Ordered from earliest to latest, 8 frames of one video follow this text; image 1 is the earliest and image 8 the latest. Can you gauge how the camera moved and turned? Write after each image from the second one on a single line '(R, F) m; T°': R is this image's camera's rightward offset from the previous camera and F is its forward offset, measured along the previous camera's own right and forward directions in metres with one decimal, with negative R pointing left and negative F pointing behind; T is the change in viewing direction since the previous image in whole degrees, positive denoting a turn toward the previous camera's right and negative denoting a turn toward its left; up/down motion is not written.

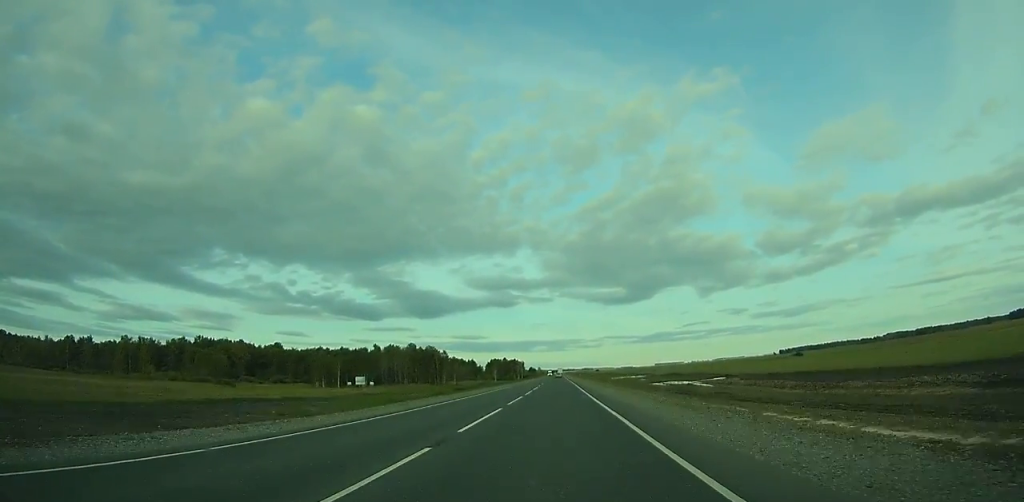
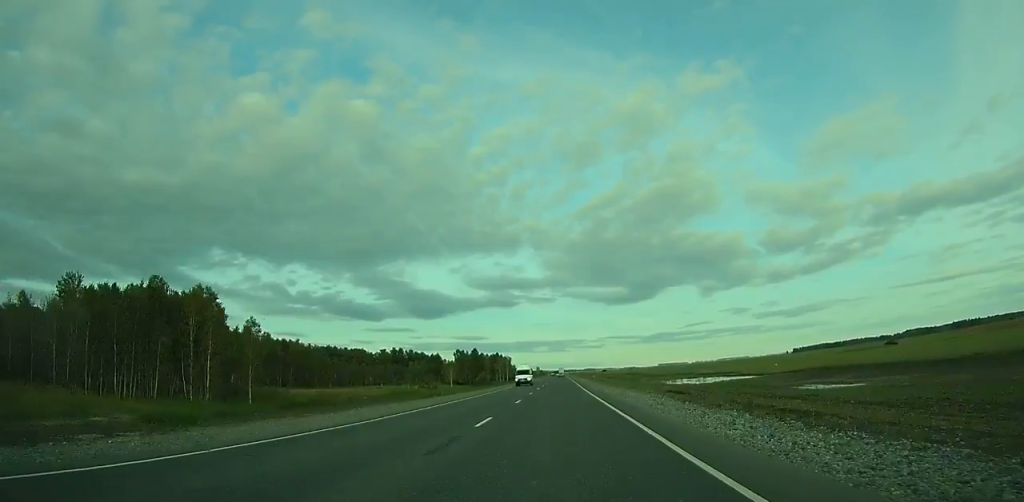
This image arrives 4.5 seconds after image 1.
(+0.4, +132.5) m; 0°
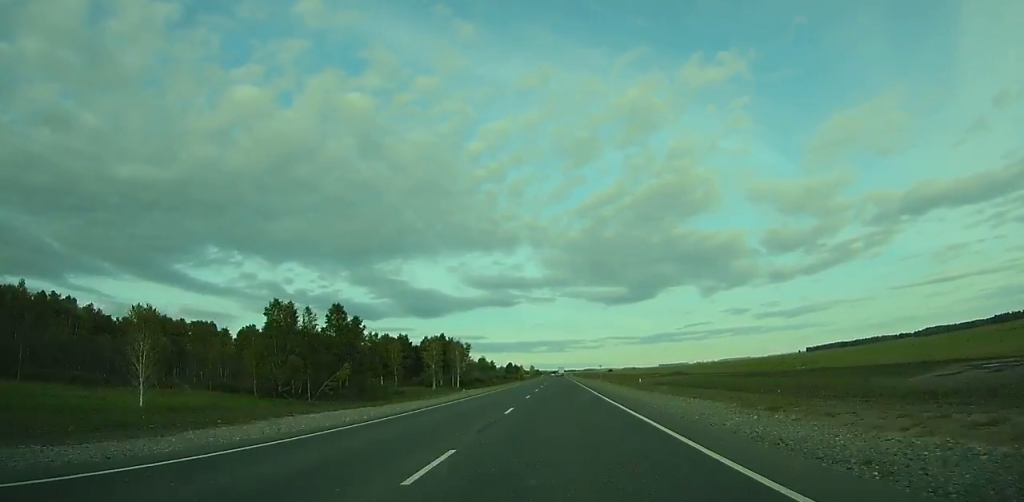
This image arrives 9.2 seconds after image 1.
(0.0, +138.8) m; 0°
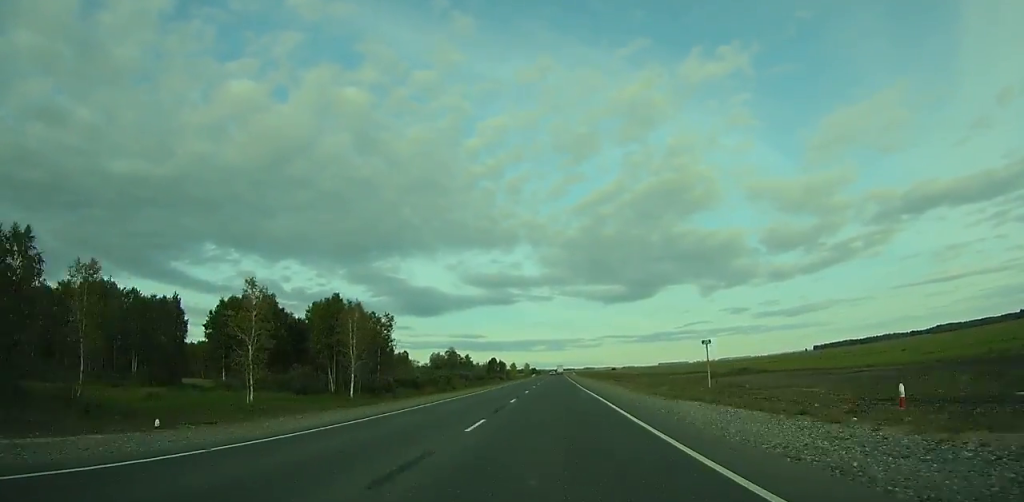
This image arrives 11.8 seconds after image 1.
(+0.2, +77.5) m; 0°
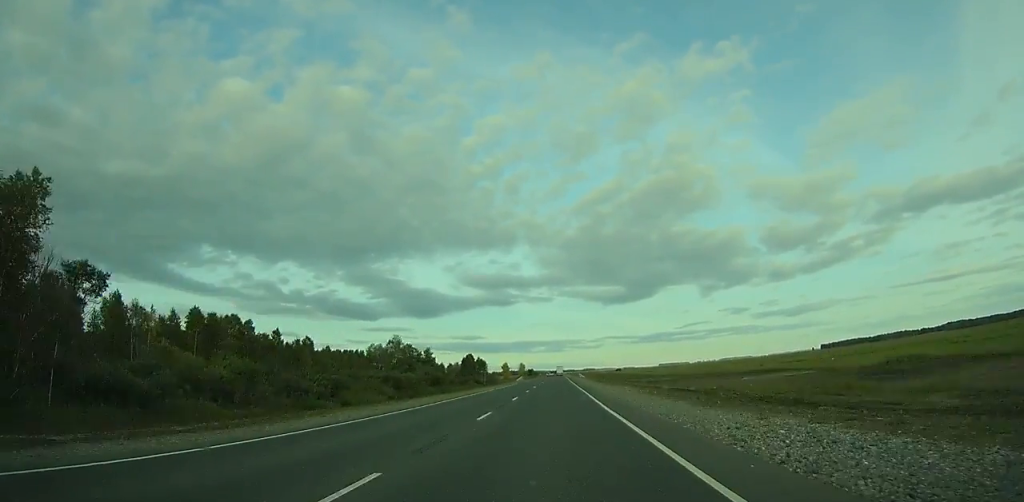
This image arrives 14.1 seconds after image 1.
(+0.1, +68.9) m; 0°
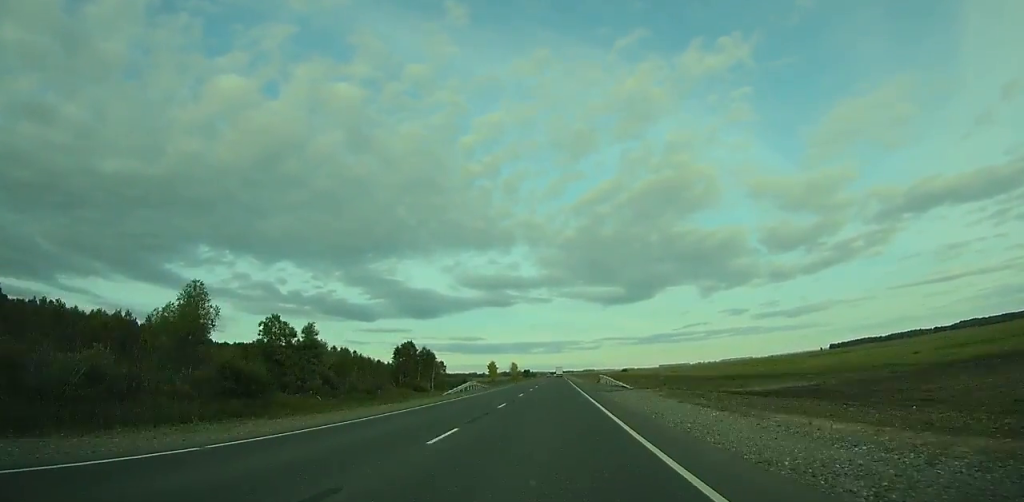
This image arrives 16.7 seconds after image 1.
(+0.2, +78.2) m; 0°
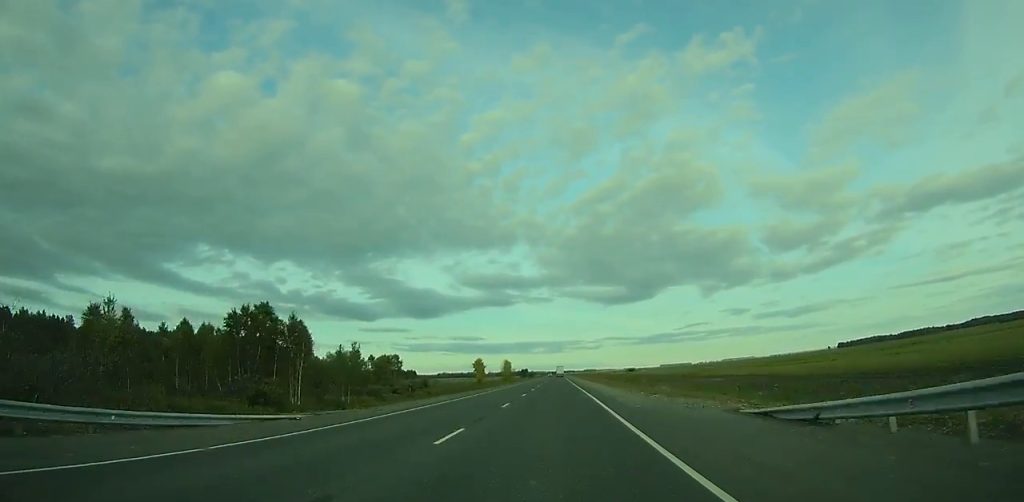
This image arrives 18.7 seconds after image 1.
(0.0, +60.1) m; 0°
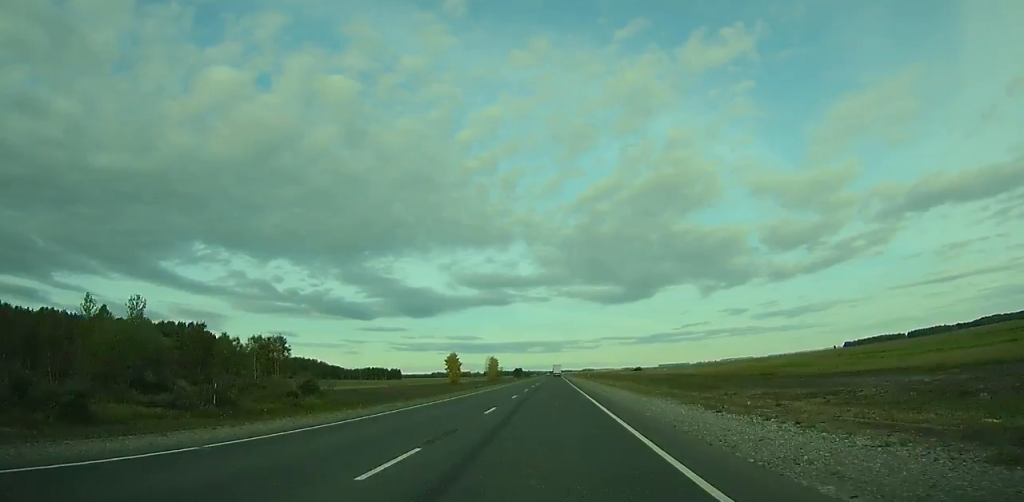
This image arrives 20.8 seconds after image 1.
(0.0, +63.0) m; 0°
